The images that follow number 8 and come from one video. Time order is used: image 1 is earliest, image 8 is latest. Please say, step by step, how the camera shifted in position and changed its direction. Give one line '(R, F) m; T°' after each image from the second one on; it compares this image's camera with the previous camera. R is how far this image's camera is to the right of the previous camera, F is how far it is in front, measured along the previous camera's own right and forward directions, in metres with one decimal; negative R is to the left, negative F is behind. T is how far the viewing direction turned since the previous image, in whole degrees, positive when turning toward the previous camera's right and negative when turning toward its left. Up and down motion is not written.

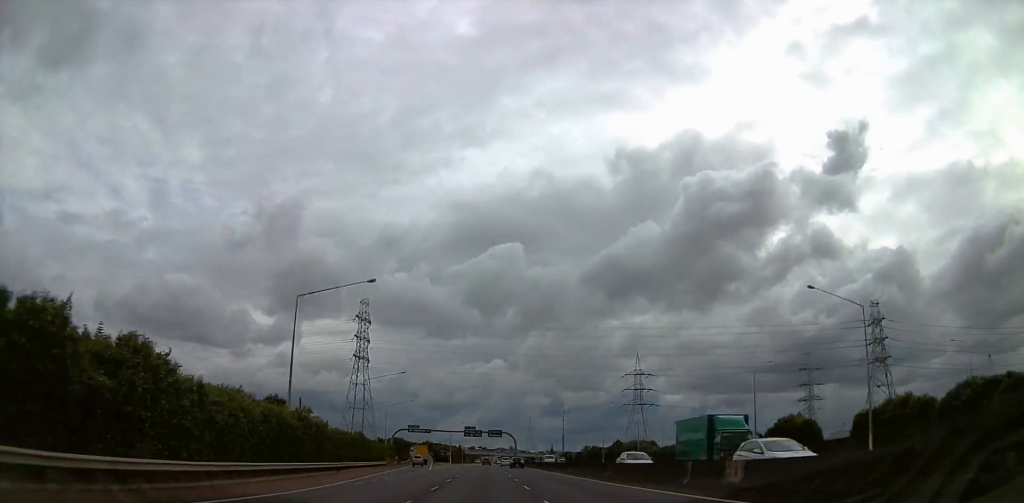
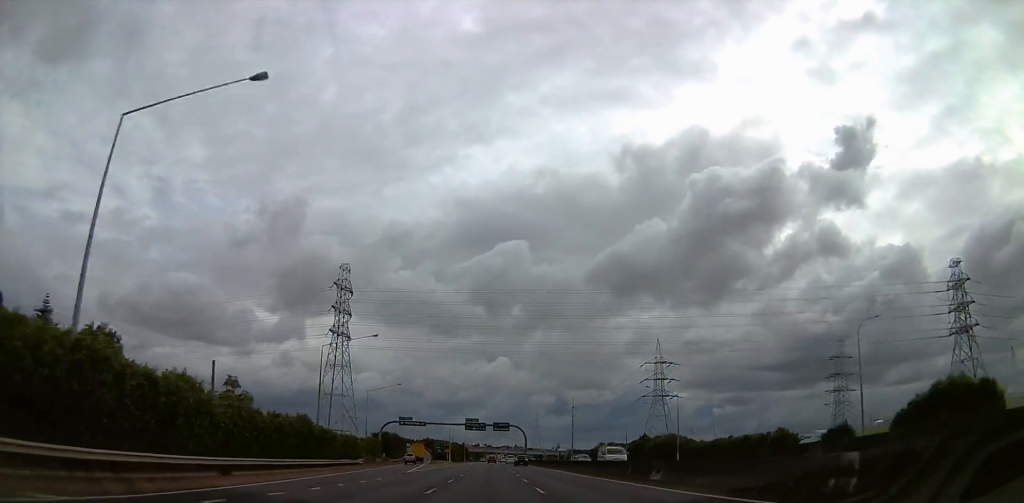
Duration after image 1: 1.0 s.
(+0.4, +23.6) m; +1°
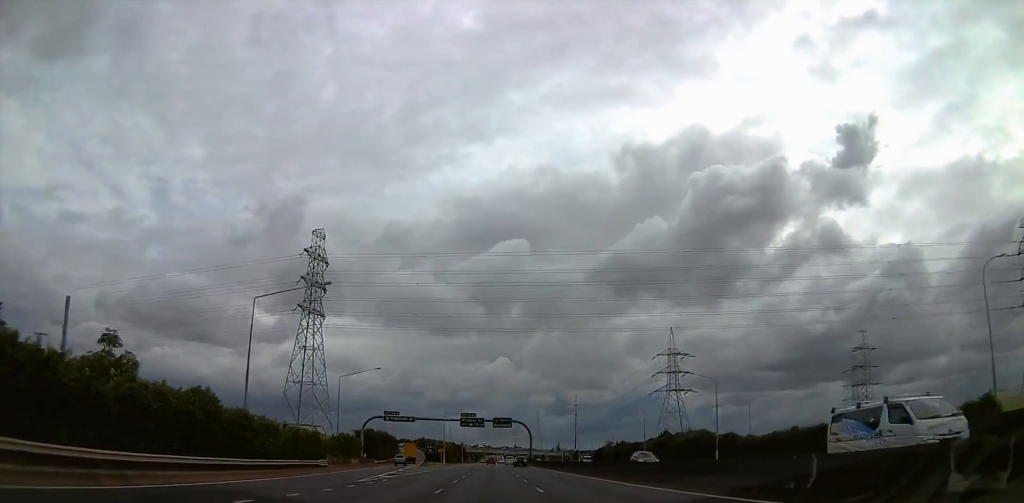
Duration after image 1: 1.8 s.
(+0.1, +17.9) m; -1°
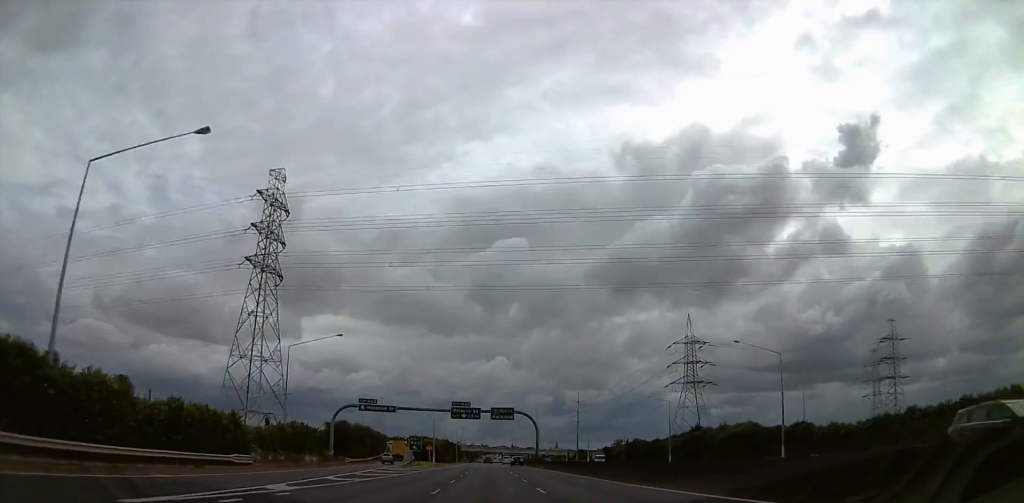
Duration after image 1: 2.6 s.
(-0.5, +20.7) m; -1°
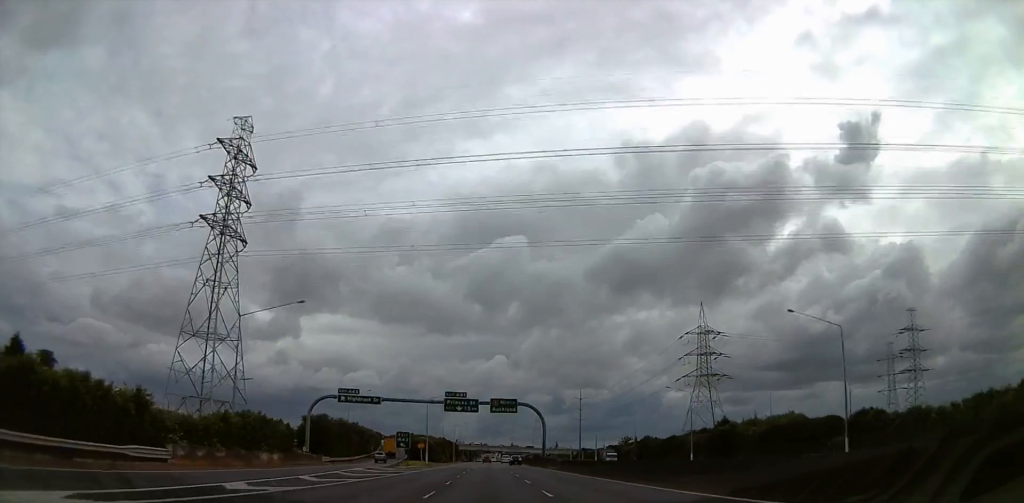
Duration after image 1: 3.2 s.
(0.0, +12.3) m; 0°
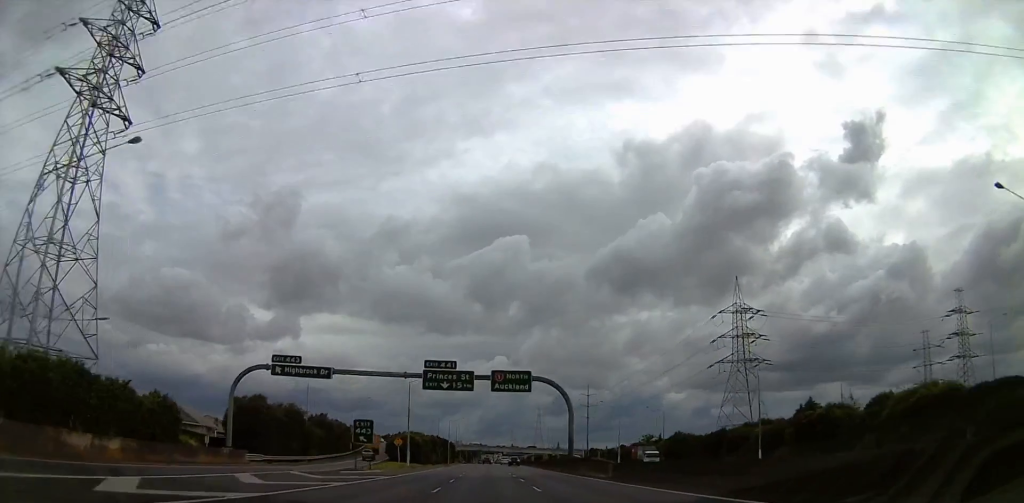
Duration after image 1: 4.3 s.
(0.0, +26.4) m; +1°
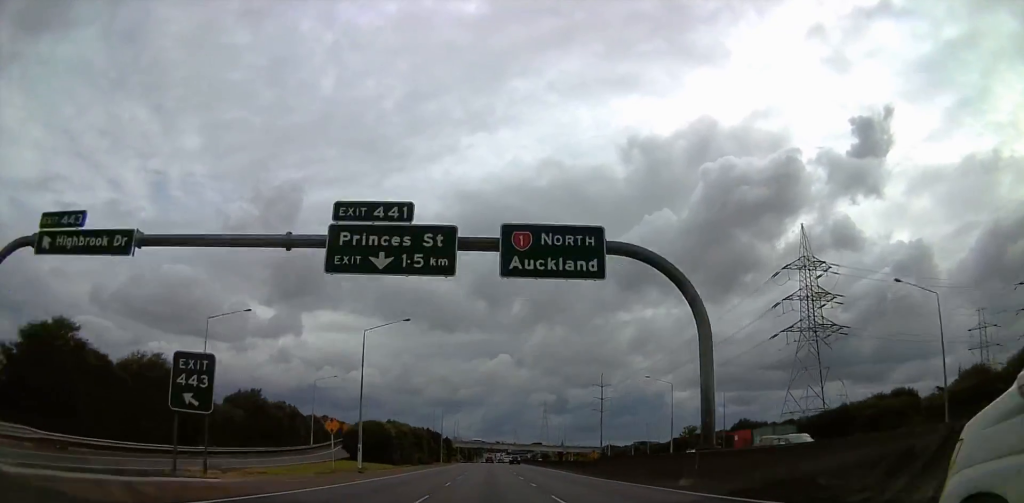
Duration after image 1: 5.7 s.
(+1.3, +33.8) m; +1°
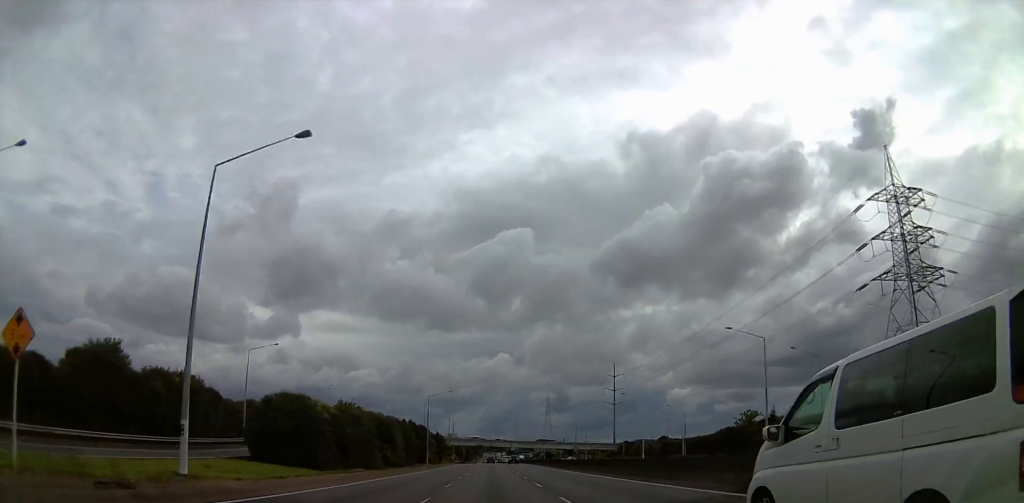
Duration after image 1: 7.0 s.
(-1.4, +31.0) m; -2°
